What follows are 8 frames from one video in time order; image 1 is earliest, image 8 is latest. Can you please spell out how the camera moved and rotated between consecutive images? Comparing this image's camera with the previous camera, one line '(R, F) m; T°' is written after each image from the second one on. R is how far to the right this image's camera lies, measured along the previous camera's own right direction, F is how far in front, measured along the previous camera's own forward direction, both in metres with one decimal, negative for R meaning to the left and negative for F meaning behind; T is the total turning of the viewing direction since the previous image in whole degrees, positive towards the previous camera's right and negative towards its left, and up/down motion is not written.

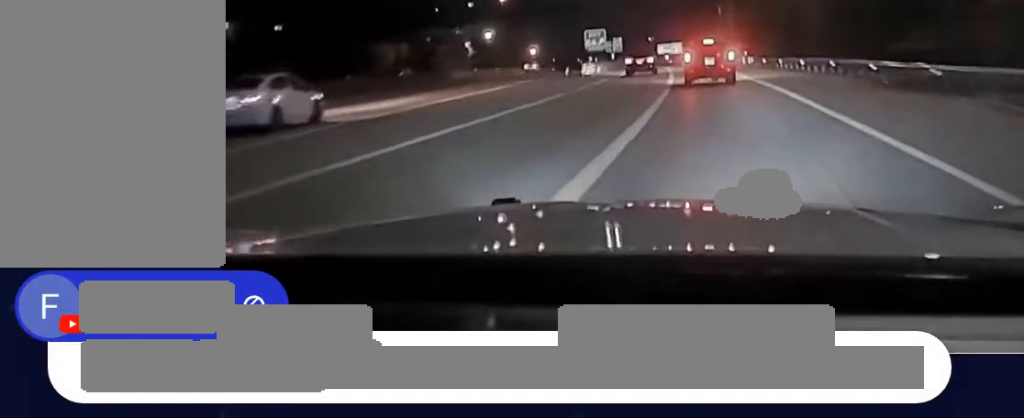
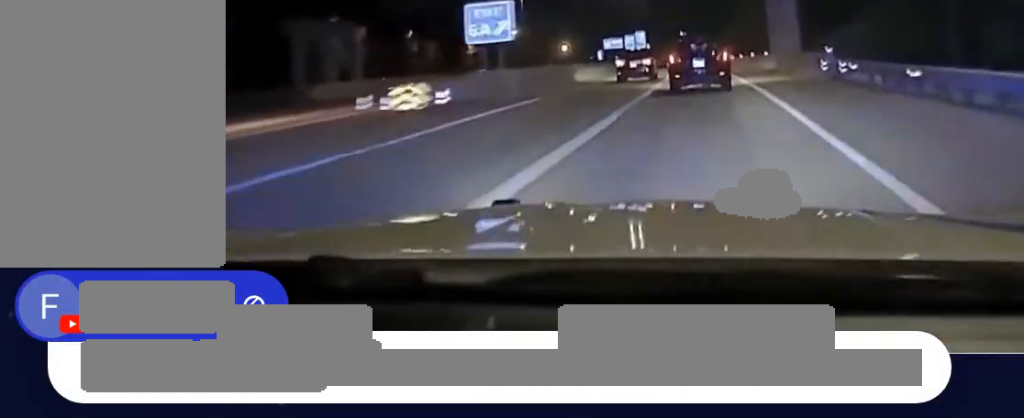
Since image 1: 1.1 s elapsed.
(-0.7, +36.3) m; -3°
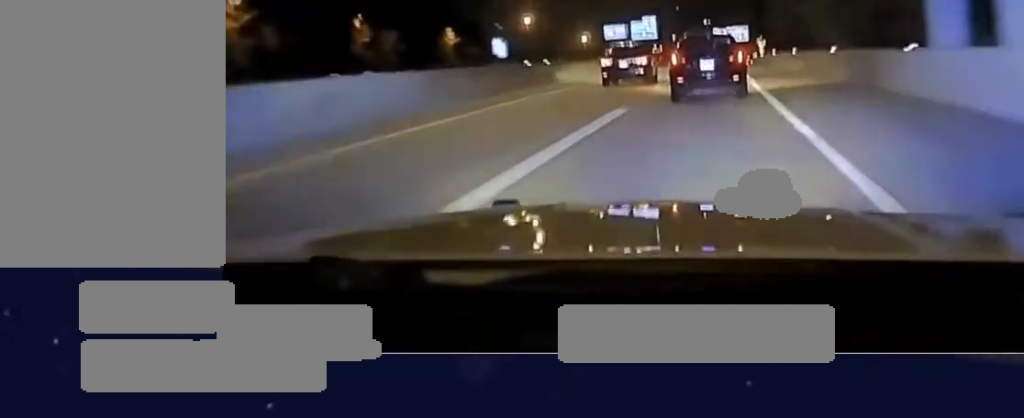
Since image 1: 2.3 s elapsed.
(-1.3, +45.8) m; -2°
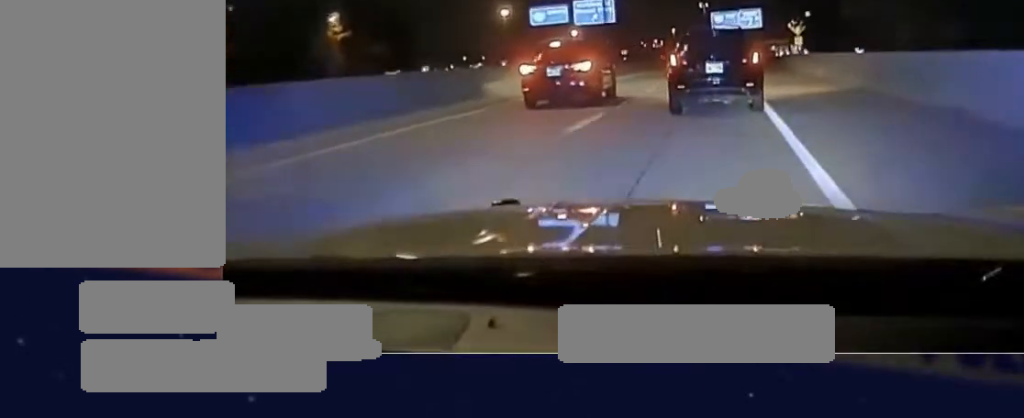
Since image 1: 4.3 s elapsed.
(-0.7, +76.2) m; 0°
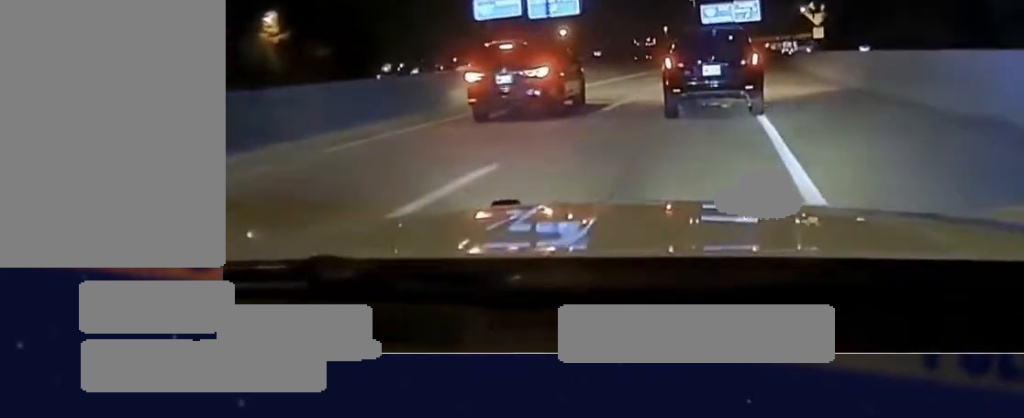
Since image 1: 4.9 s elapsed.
(+0.2, +20.1) m; +1°
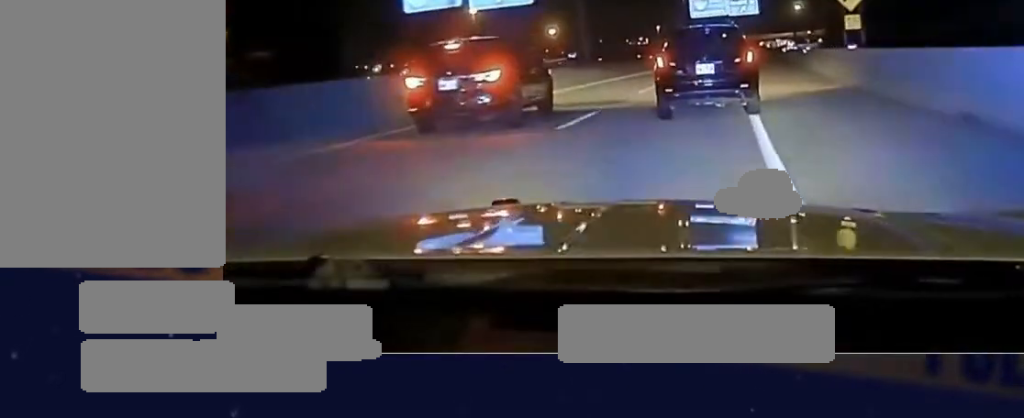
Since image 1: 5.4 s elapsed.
(+0.1, +13.3) m; 0°
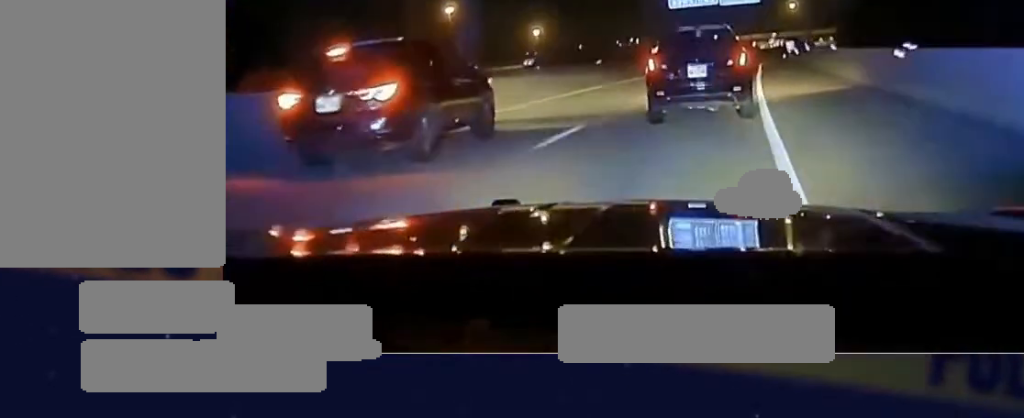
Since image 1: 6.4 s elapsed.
(+0.2, +22.0) m; +1°
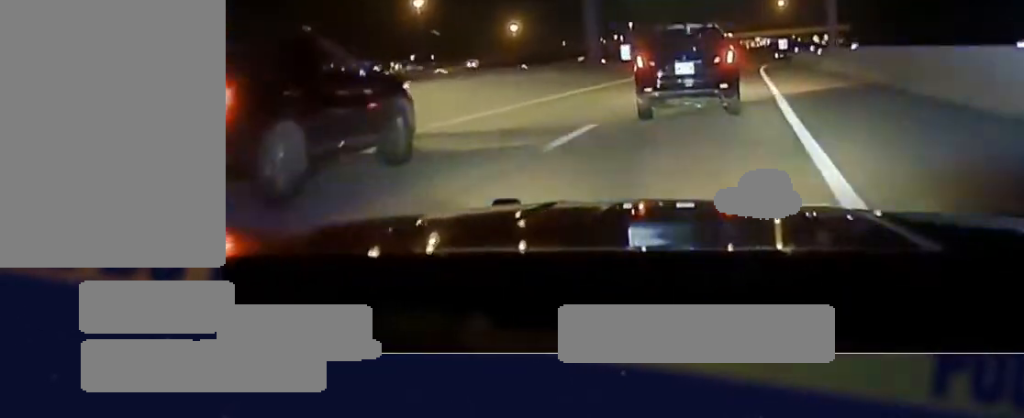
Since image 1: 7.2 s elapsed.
(0.0, +19.1) m; +1°
